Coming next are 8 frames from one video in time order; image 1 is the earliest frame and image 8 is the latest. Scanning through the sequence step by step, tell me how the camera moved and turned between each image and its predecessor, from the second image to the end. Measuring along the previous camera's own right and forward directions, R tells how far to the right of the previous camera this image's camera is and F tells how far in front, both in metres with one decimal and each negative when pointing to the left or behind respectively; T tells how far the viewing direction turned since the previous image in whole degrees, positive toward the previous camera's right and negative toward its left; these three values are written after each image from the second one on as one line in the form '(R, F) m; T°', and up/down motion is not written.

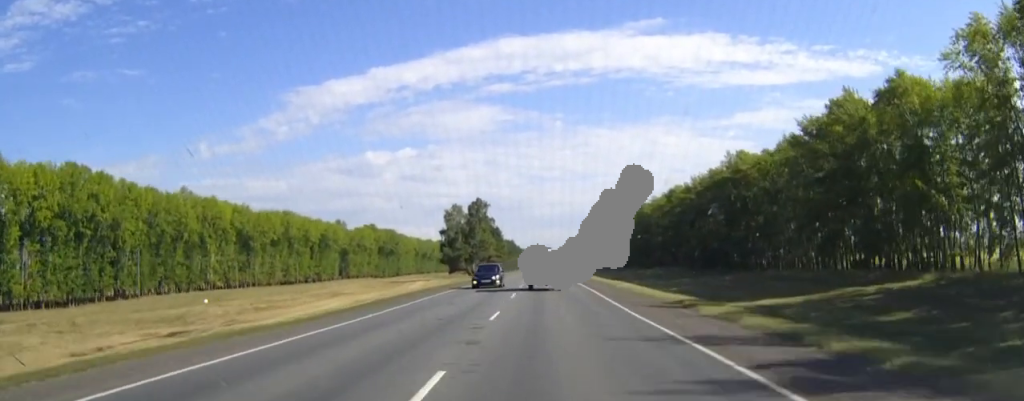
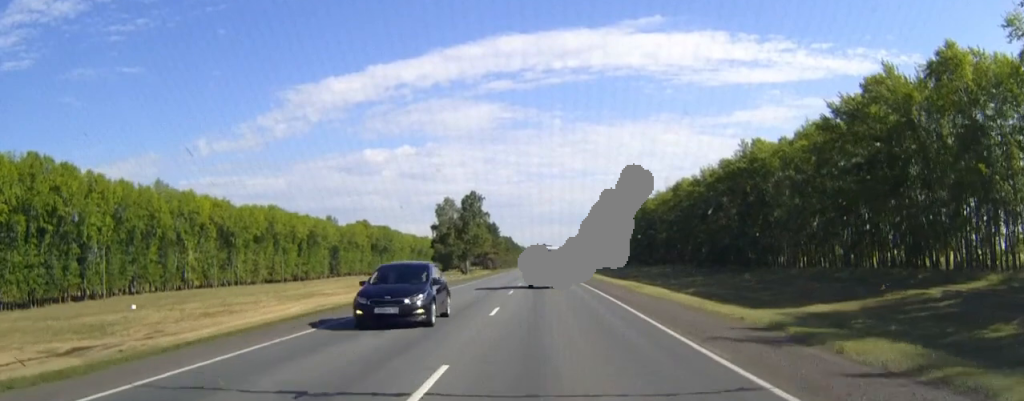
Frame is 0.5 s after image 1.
(0.0, +11.4) m; 0°
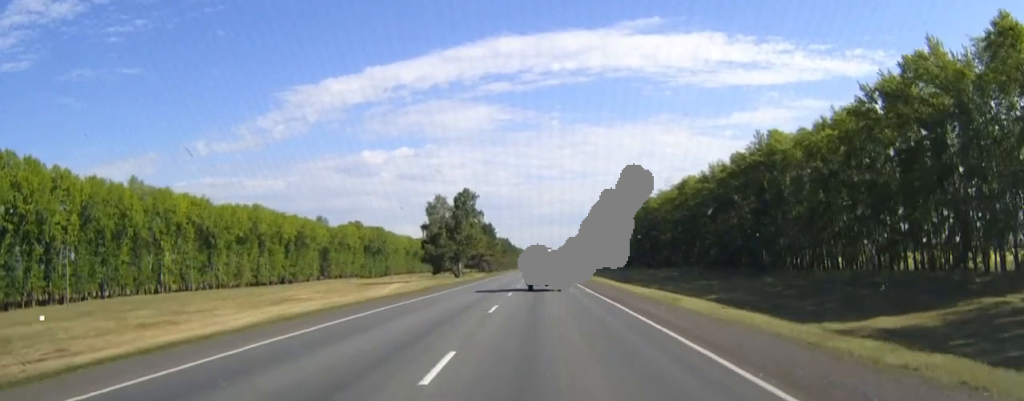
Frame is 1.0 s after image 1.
(0.0, +10.7) m; 0°
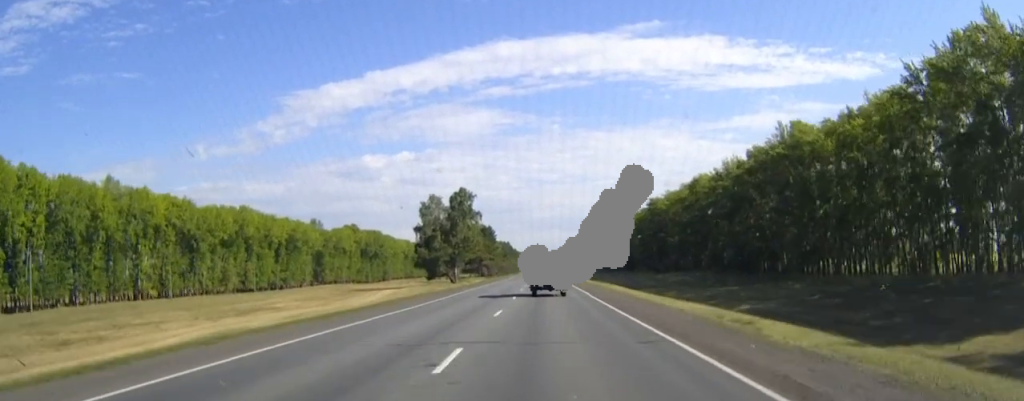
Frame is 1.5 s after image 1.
(0.0, +10.6) m; 0°
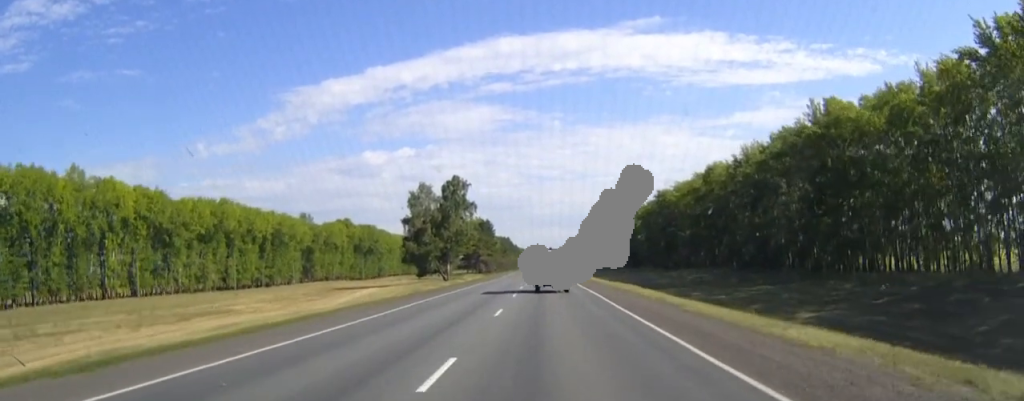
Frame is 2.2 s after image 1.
(0.0, +13.4) m; 0°
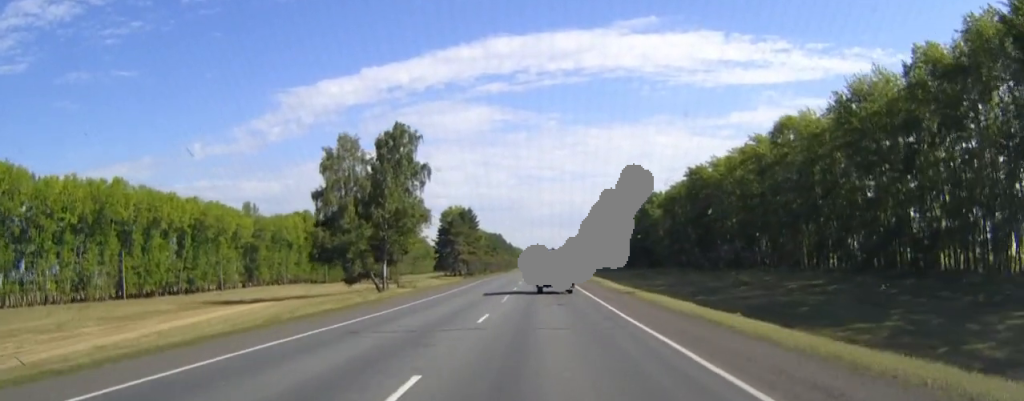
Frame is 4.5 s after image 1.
(+0.2, +50.0) m; 0°
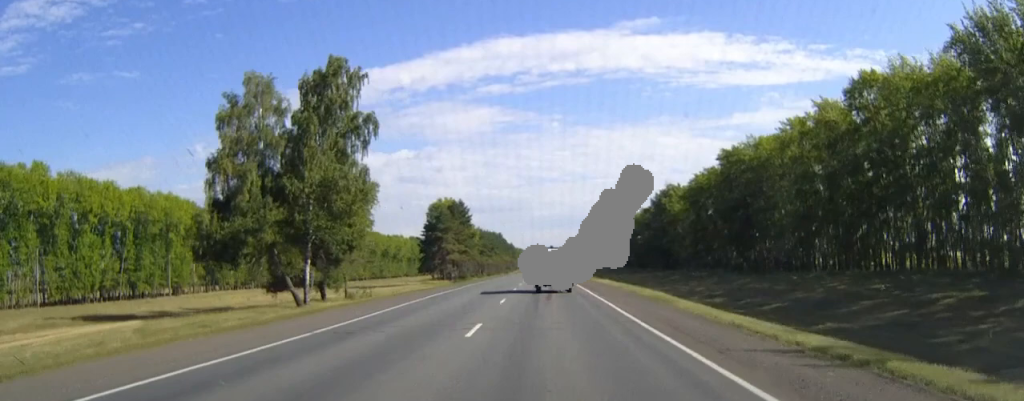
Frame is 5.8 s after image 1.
(-0.1, +27.7) m; 0°
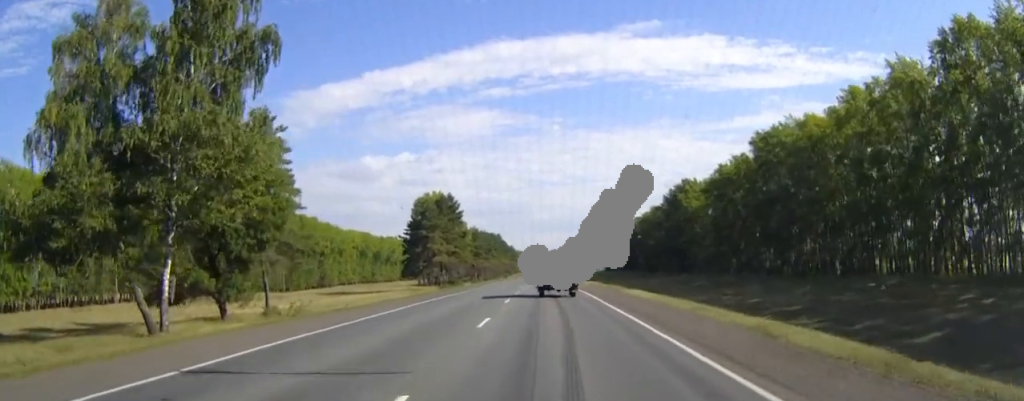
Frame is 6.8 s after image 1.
(0.0, +21.5) m; 0°
